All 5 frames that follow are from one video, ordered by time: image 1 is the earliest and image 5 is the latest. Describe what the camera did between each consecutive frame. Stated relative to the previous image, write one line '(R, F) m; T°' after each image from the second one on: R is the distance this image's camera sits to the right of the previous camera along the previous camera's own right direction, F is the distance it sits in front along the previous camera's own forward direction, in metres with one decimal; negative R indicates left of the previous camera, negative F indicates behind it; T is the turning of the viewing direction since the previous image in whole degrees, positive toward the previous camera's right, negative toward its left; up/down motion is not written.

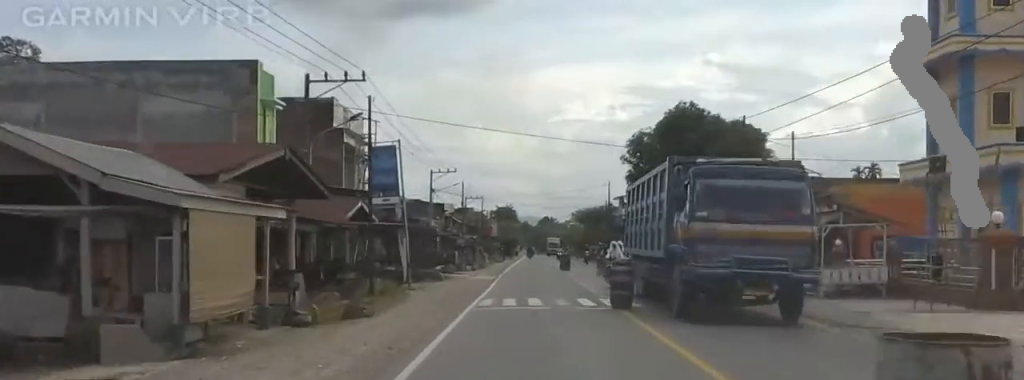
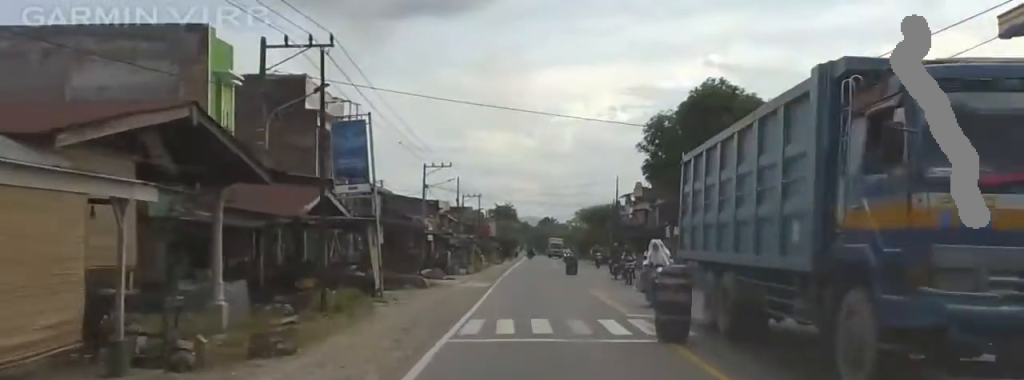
(+0.6, +6.5) m; 0°
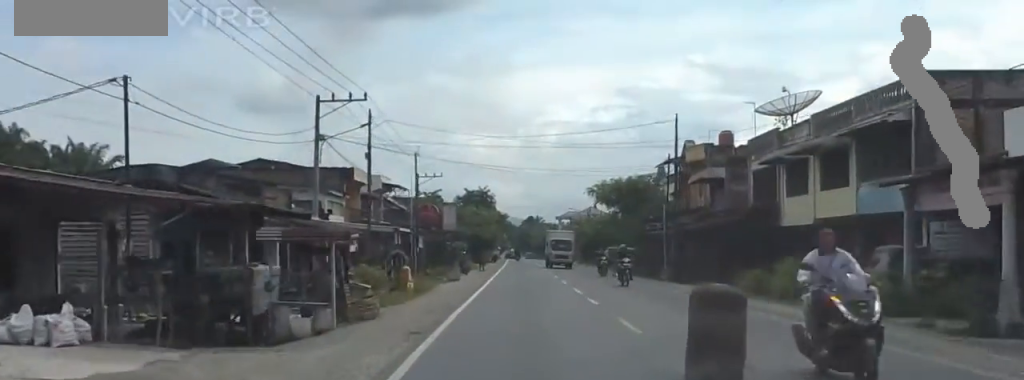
(-2.3, +35.9) m; +1°
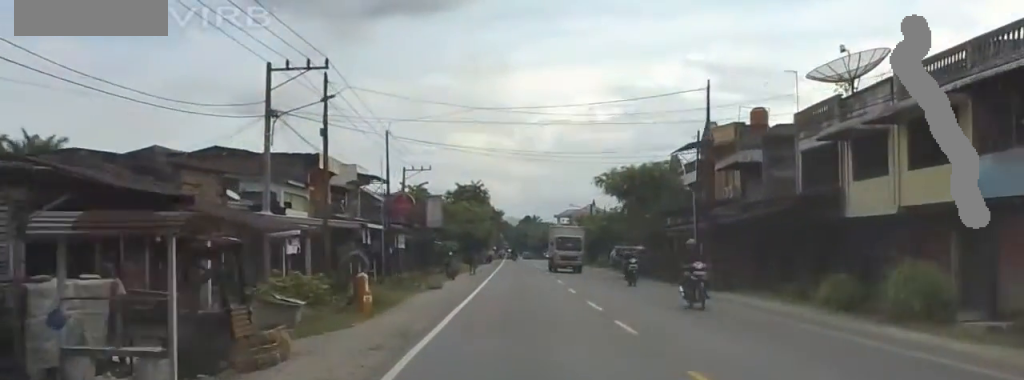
(+0.8, +7.8) m; 0°
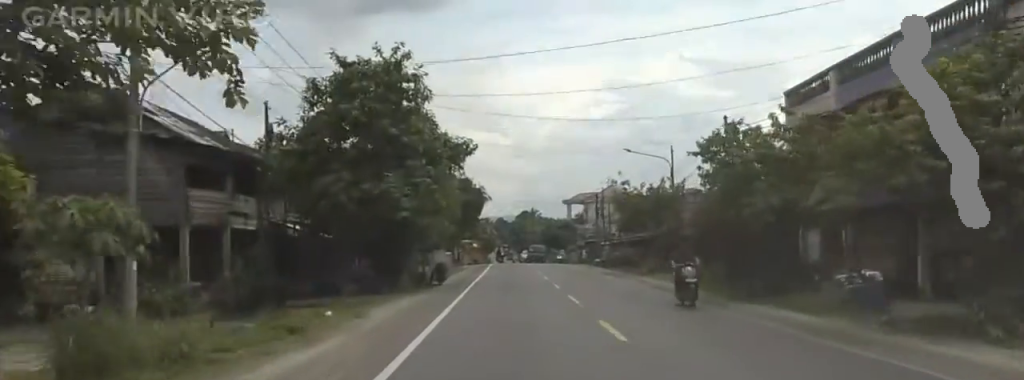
(-3.9, +55.5) m; 0°
